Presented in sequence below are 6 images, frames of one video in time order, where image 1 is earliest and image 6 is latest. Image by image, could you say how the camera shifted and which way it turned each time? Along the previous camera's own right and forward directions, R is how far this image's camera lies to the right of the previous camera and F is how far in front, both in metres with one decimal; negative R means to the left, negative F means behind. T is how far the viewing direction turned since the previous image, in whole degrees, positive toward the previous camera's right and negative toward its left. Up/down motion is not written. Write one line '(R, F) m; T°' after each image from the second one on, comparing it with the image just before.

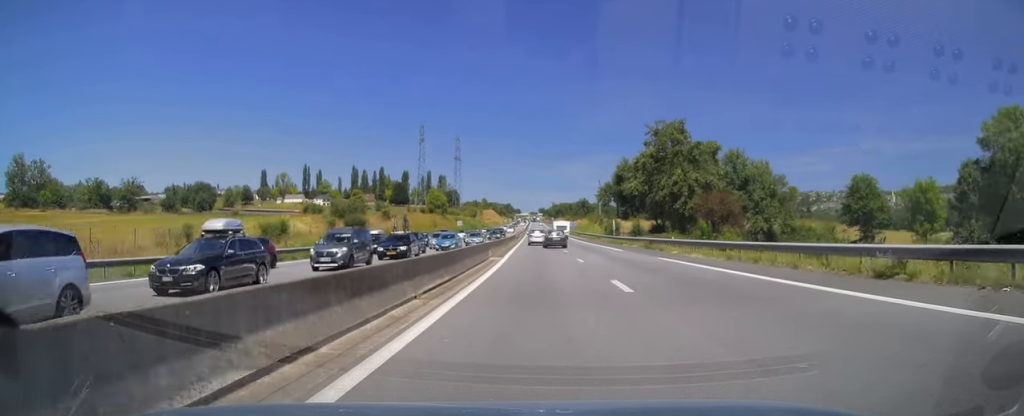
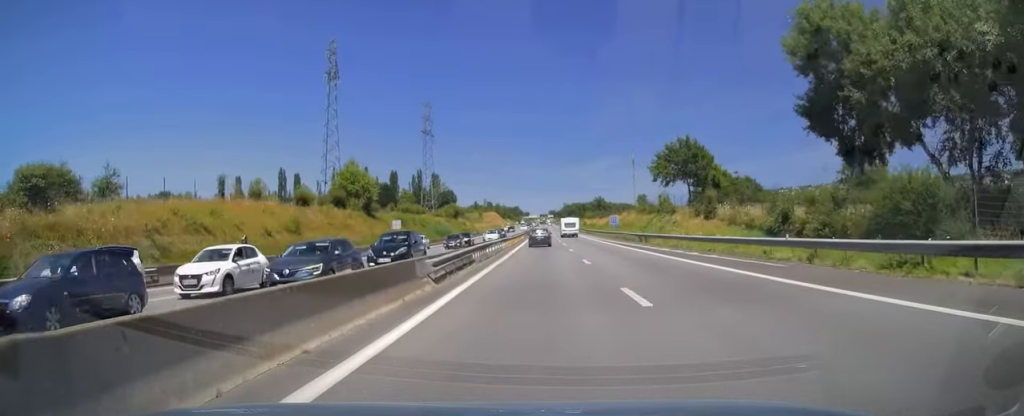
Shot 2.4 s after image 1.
(-1.2, +69.1) m; -2°
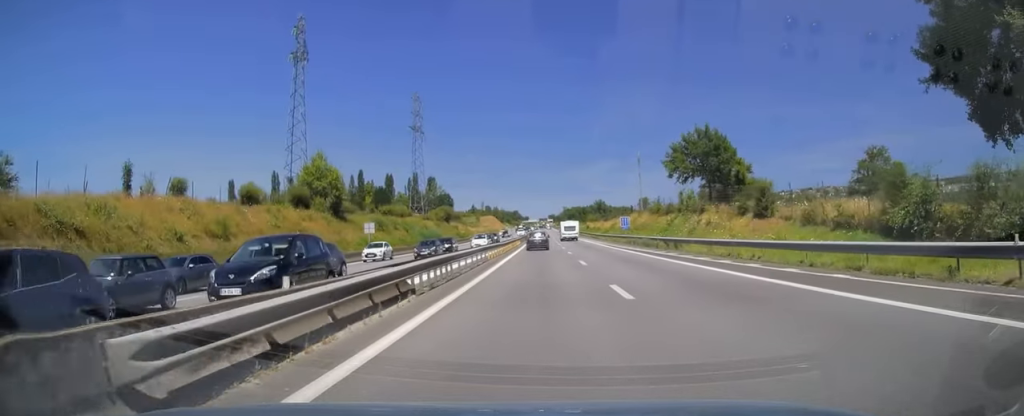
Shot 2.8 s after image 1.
(-0.1, +11.4) m; 0°
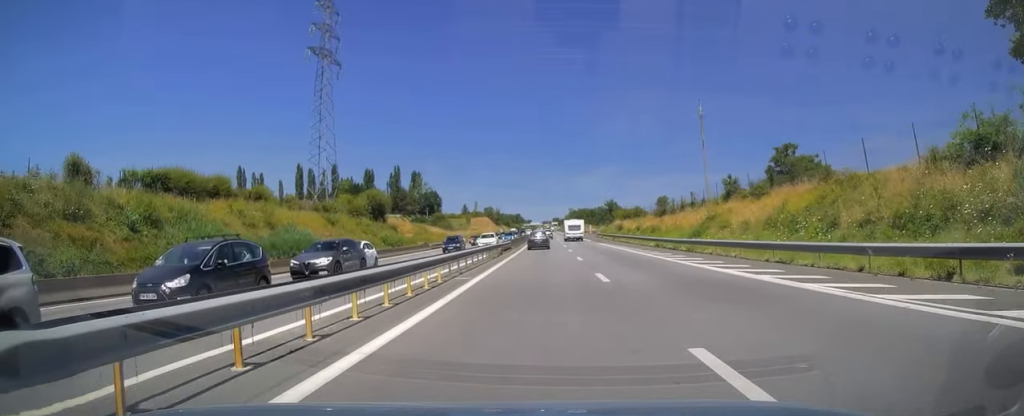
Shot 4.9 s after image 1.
(-0.4, +60.1) m; -1°
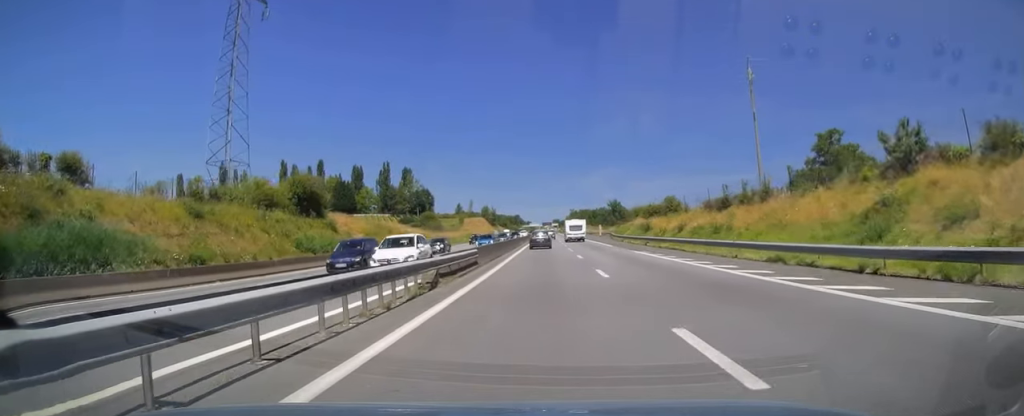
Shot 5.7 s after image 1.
(0.0, +23.7) m; 0°
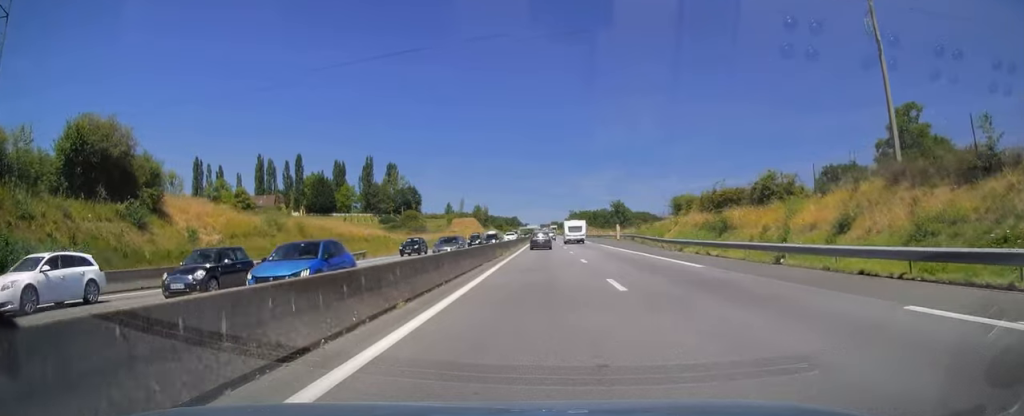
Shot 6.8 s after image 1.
(0.0, +29.4) m; 0°
